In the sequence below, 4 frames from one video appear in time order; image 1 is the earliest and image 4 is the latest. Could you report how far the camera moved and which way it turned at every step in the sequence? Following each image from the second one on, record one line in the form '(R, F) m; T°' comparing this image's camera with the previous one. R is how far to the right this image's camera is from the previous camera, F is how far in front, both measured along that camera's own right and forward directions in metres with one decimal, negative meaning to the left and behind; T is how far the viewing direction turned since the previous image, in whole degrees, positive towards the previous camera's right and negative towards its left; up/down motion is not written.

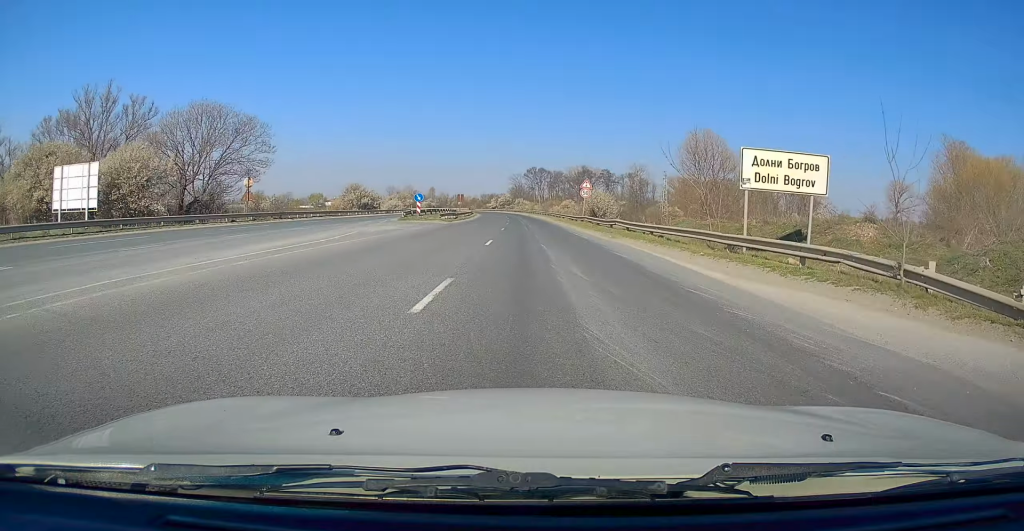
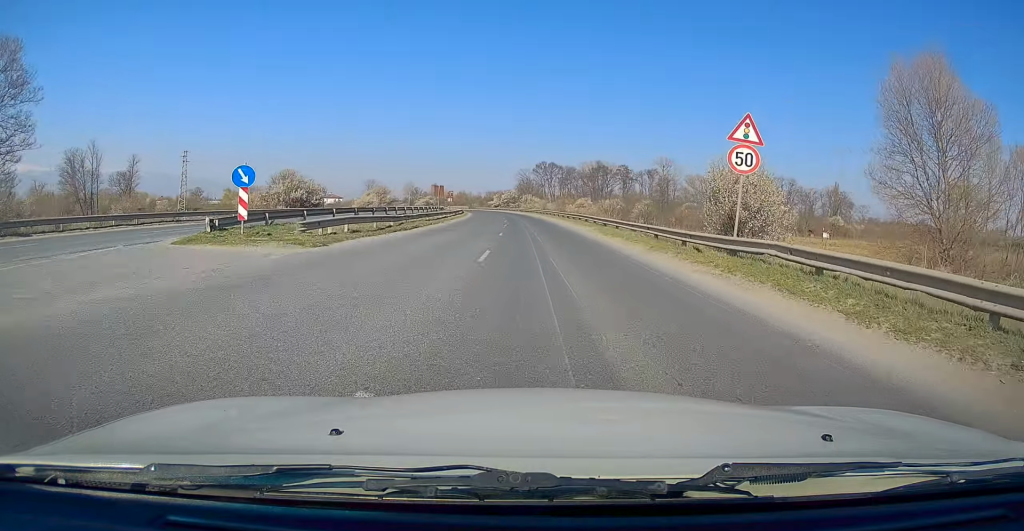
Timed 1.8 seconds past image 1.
(-0.5, +31.4) m; -1°
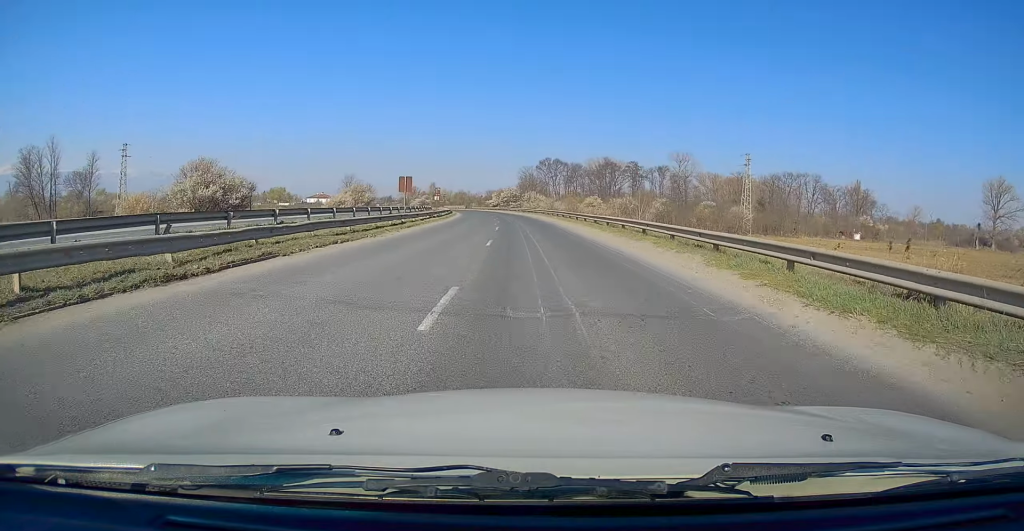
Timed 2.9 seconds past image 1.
(+0.2, +19.2) m; -1°
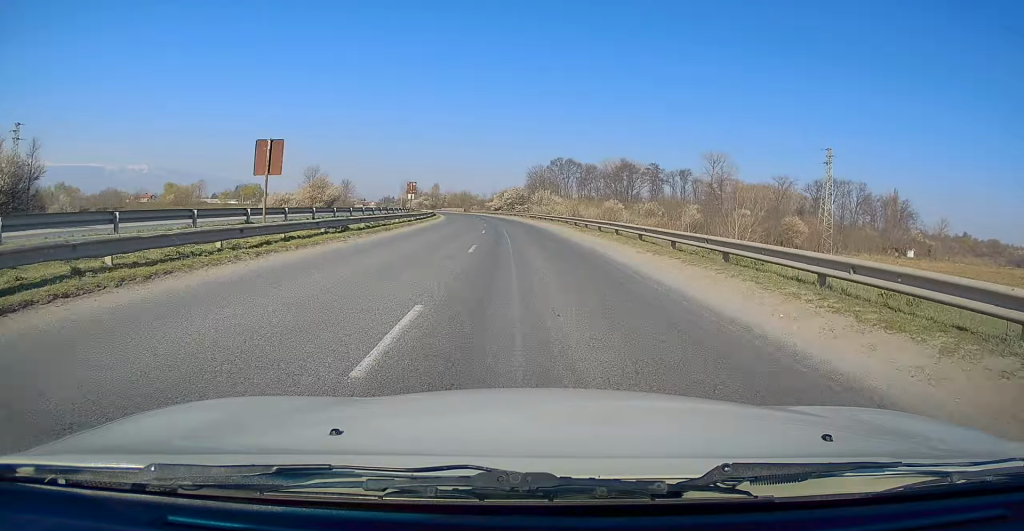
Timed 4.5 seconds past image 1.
(-0.4, +25.8) m; -1°
